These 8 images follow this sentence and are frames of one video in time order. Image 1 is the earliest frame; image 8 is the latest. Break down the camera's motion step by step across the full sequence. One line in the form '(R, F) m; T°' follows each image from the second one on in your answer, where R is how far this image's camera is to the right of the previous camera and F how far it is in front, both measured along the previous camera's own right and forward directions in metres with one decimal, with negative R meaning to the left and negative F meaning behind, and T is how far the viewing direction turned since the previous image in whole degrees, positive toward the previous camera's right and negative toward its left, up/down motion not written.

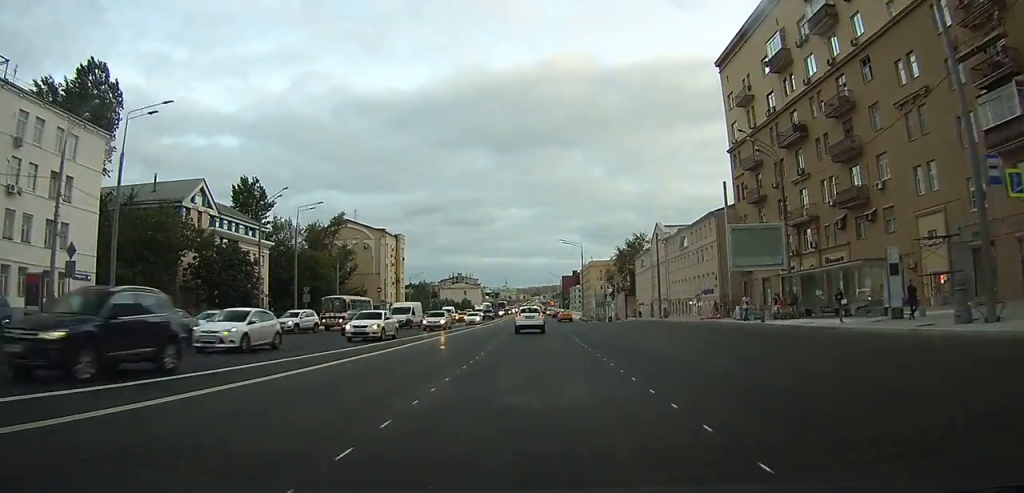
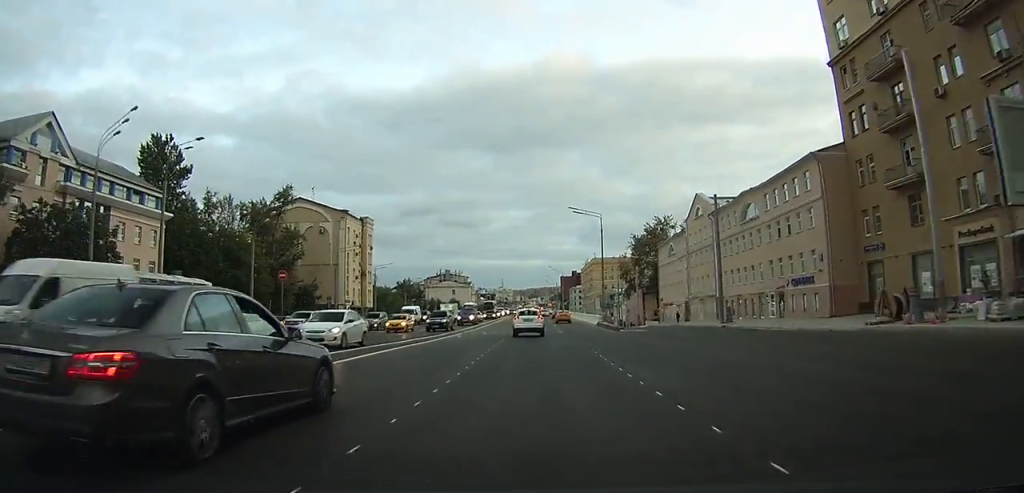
(+0.1, +26.8) m; 0°
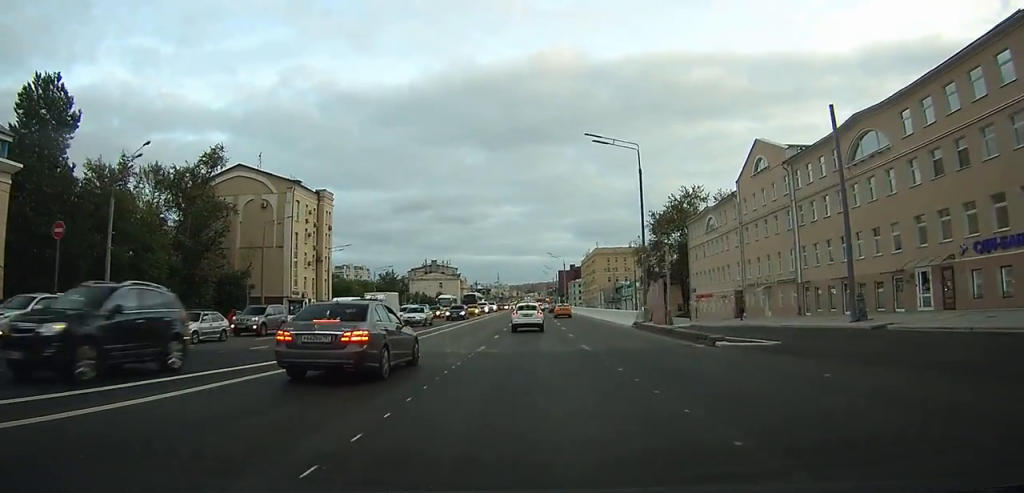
(+0.1, +22.6) m; +1°
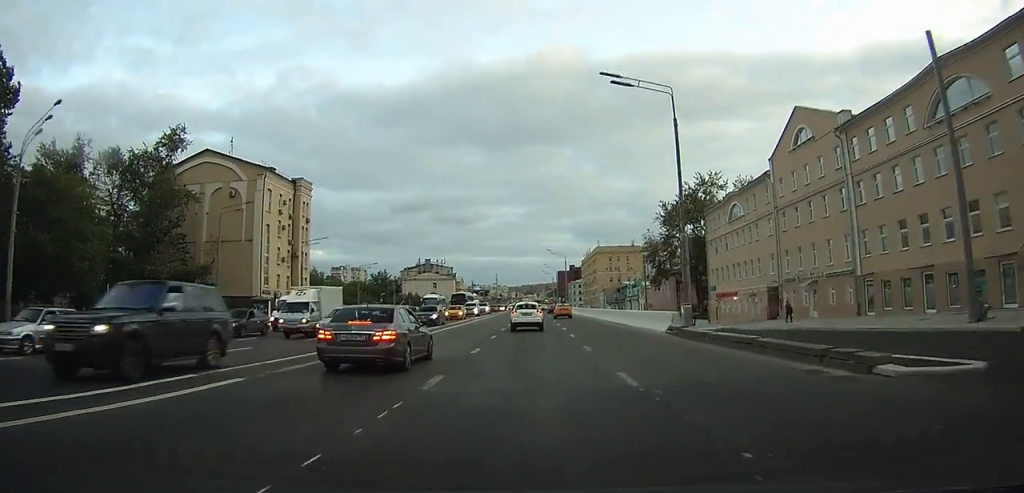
(0.0, +9.1) m; 0°
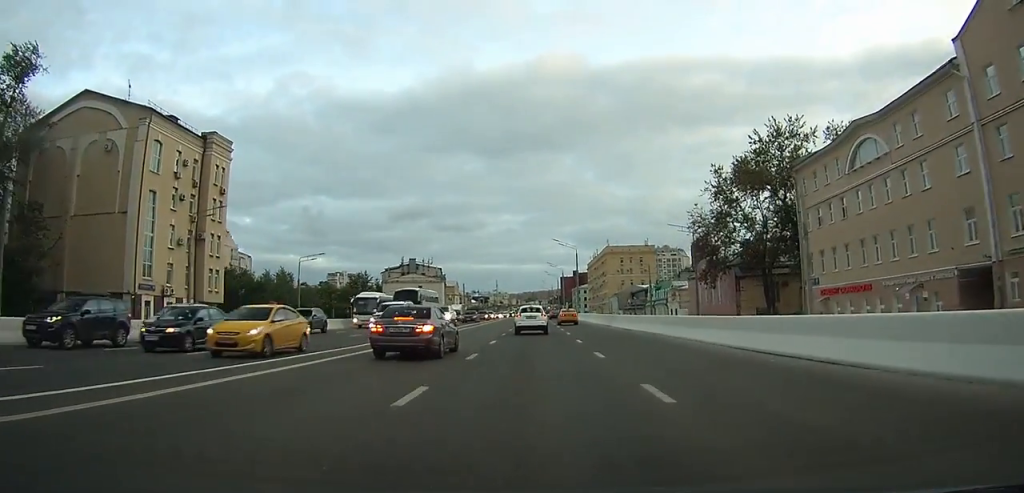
(-0.1, +25.5) m; -1°
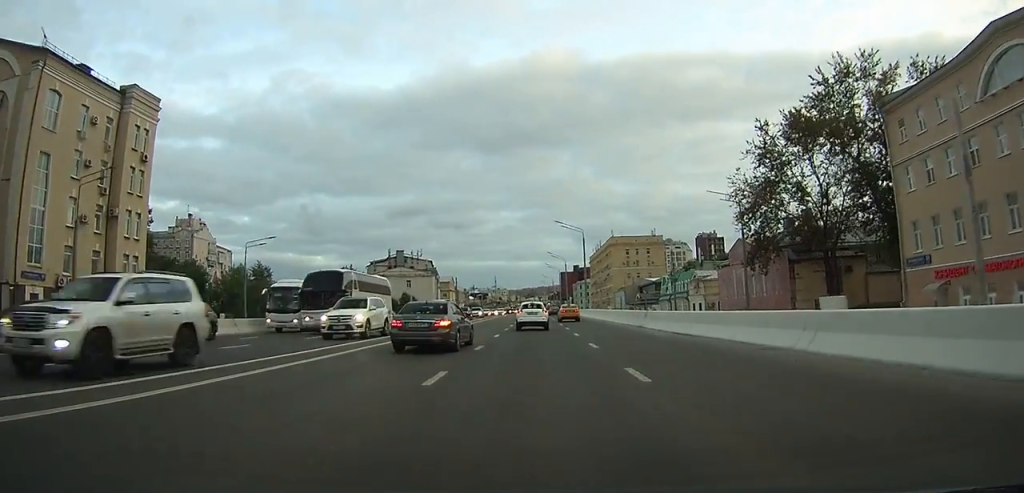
(0.0, +14.2) m; -1°
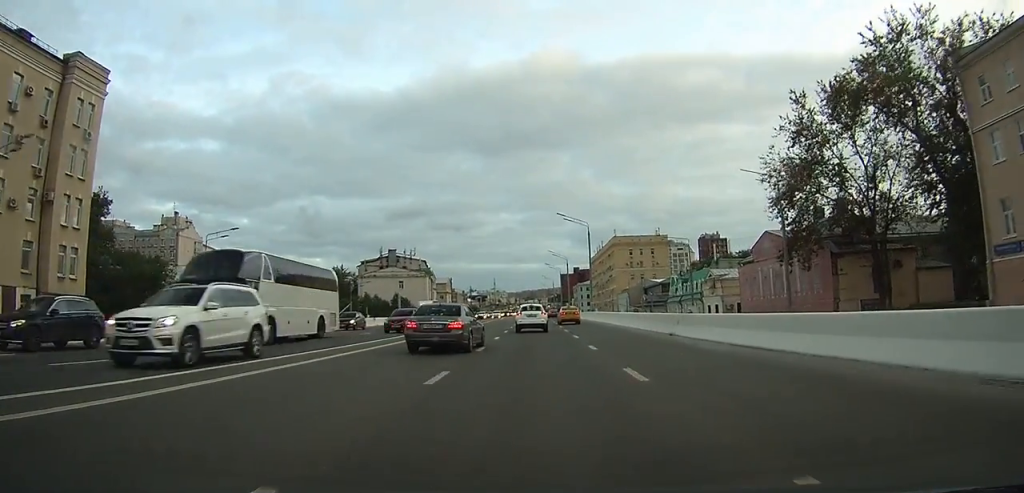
(-0.1, +7.6) m; 0°
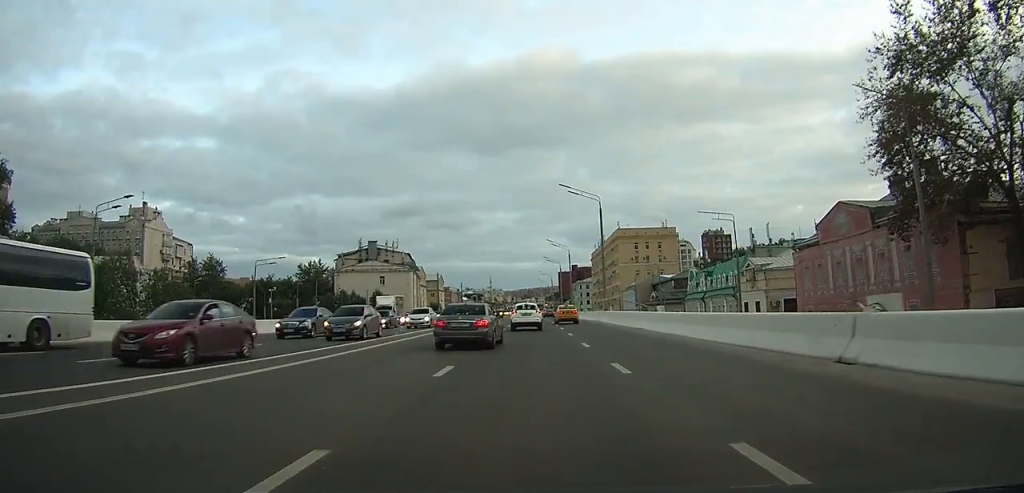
(-0.1, +14.6) m; 0°
